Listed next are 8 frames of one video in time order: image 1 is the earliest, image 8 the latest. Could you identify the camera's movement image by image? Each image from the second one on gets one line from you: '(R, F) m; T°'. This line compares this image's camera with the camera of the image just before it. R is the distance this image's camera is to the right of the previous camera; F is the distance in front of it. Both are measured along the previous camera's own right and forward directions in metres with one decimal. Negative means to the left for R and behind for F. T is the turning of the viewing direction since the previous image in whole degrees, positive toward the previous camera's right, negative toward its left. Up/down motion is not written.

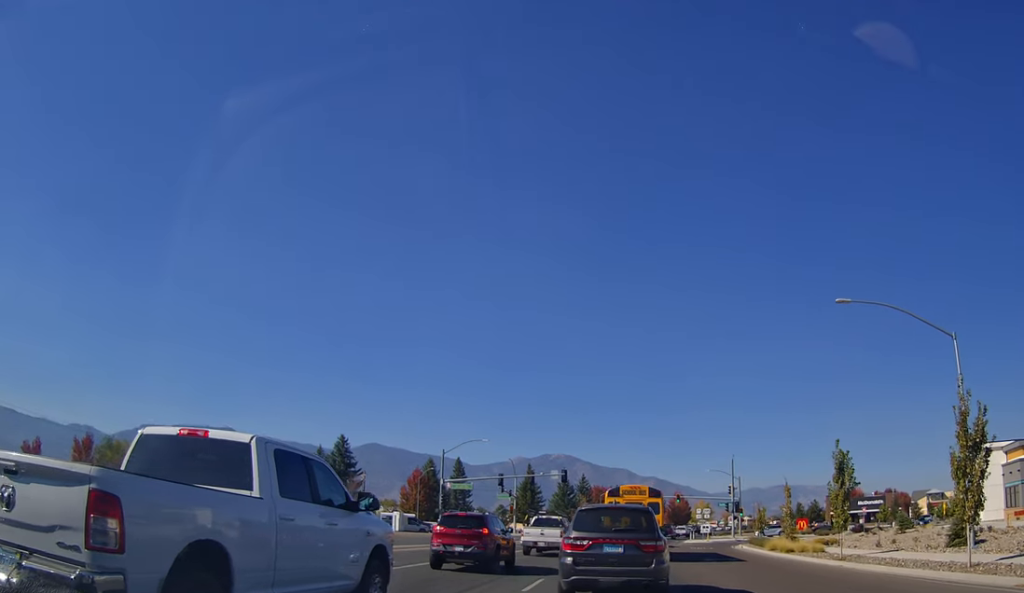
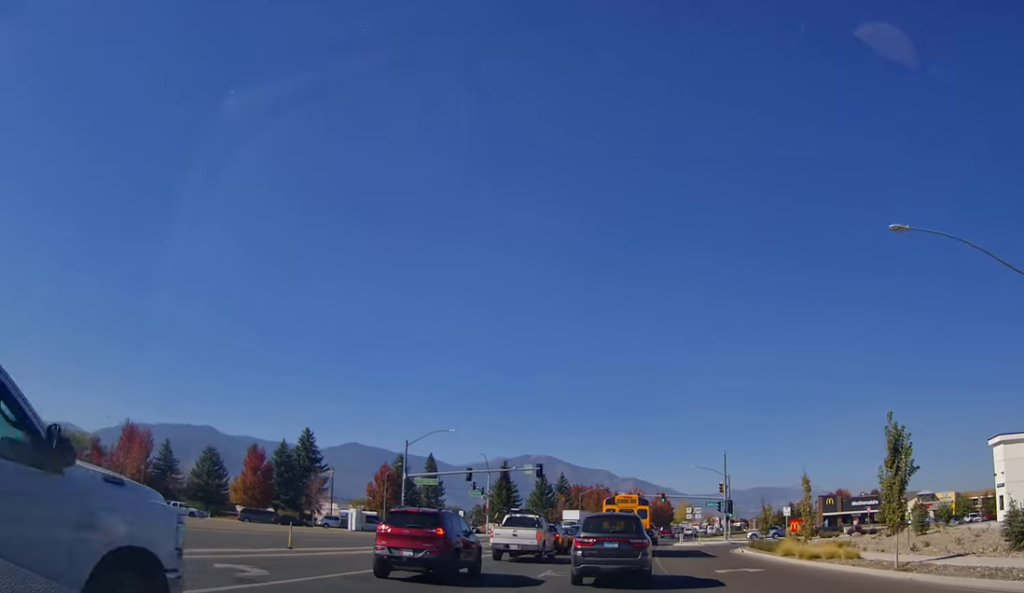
(+0.1, +4.3) m; +3°
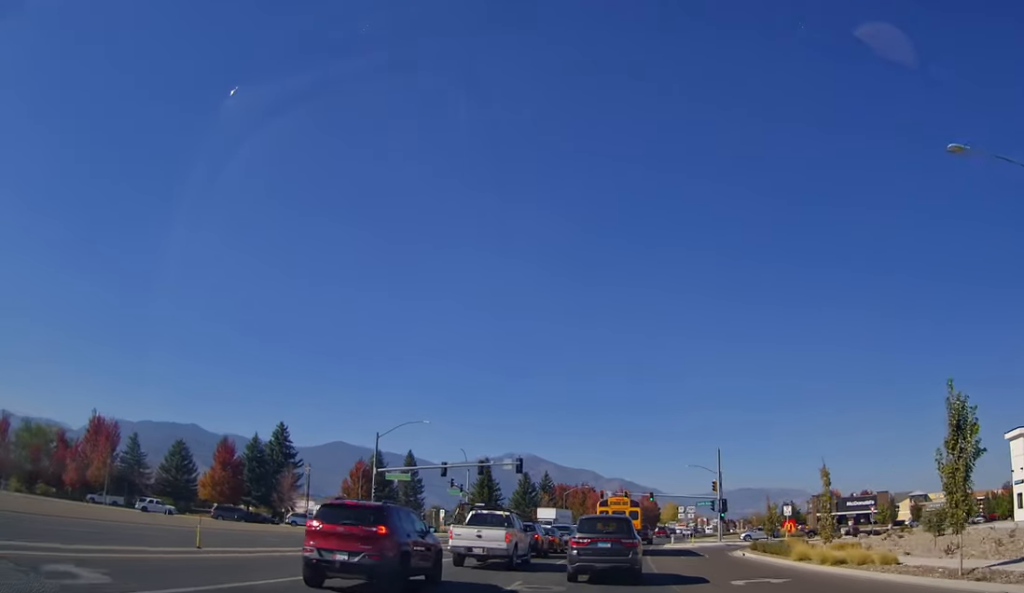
(0.0, +2.6) m; +1°
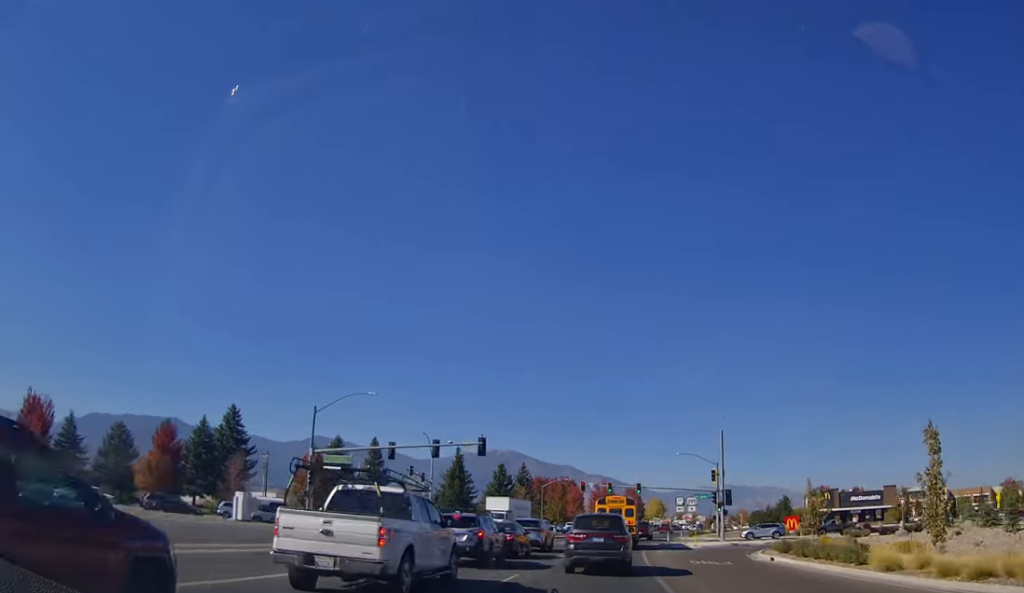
(+0.1, +7.3) m; +1°
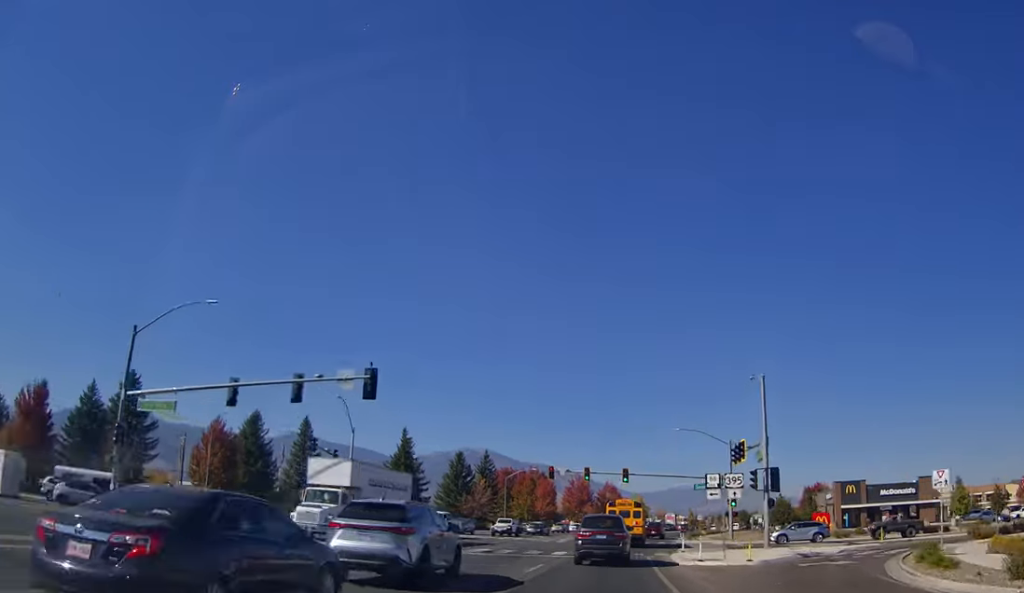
(+0.2, +16.3) m; 0°
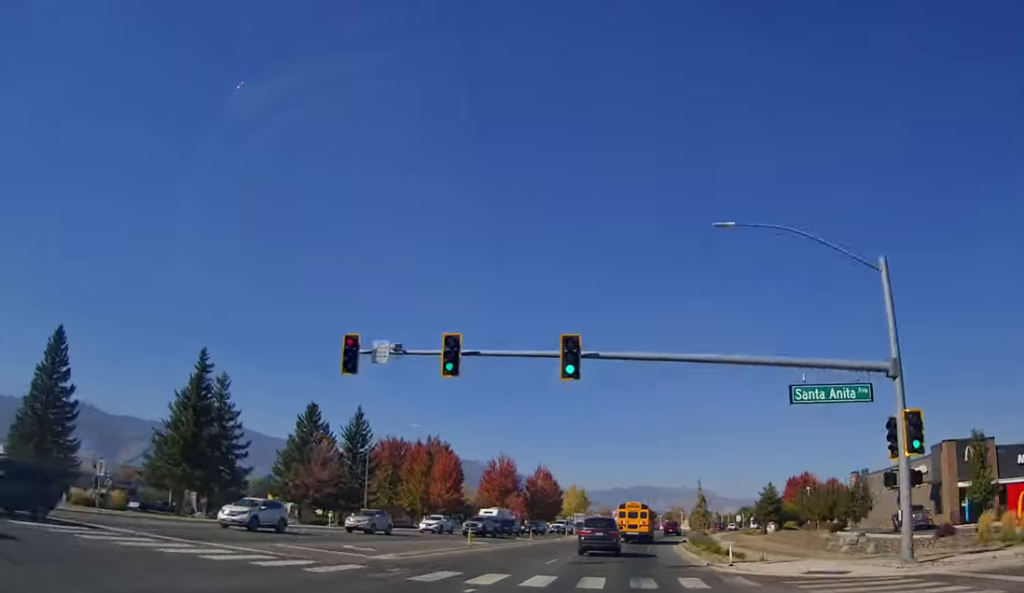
(+1.1, +39.8) m; +4°
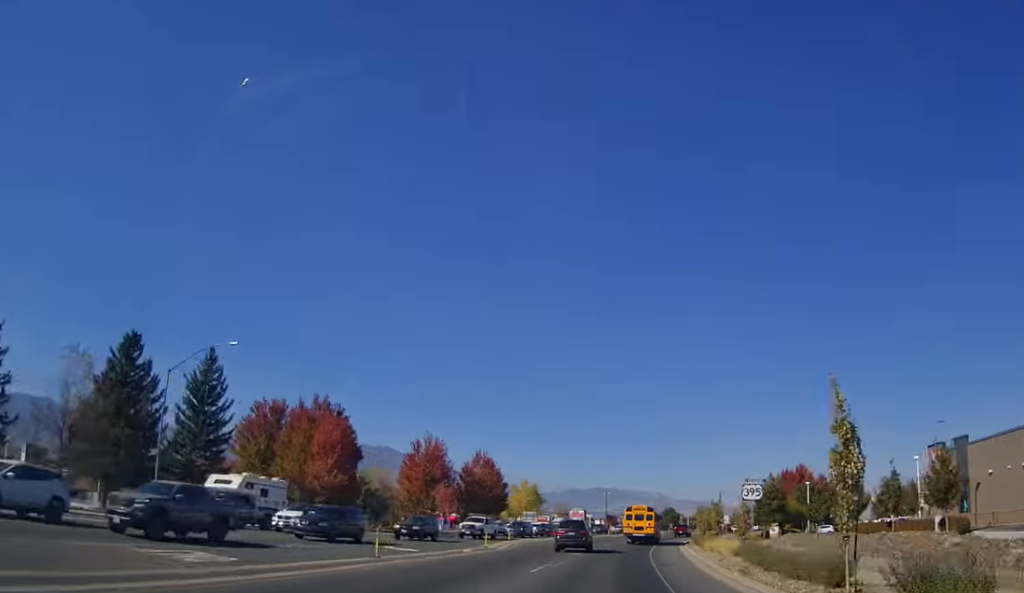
(+0.7, +26.9) m; +3°
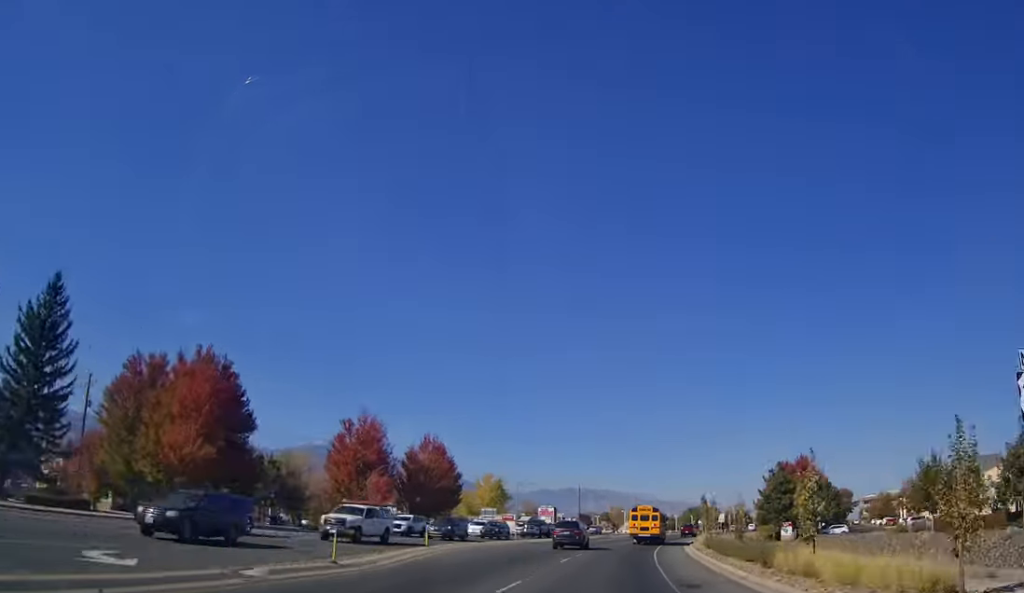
(-0.2, +17.1) m; +2°
